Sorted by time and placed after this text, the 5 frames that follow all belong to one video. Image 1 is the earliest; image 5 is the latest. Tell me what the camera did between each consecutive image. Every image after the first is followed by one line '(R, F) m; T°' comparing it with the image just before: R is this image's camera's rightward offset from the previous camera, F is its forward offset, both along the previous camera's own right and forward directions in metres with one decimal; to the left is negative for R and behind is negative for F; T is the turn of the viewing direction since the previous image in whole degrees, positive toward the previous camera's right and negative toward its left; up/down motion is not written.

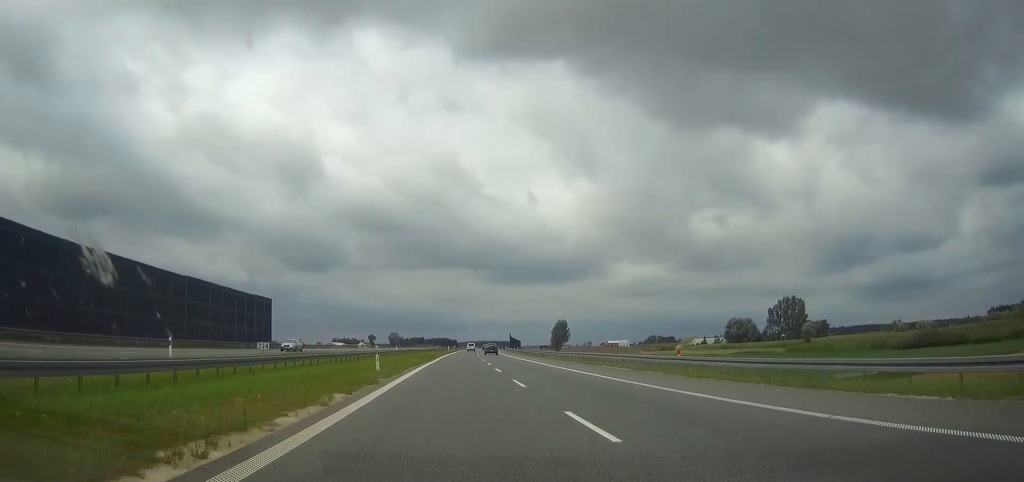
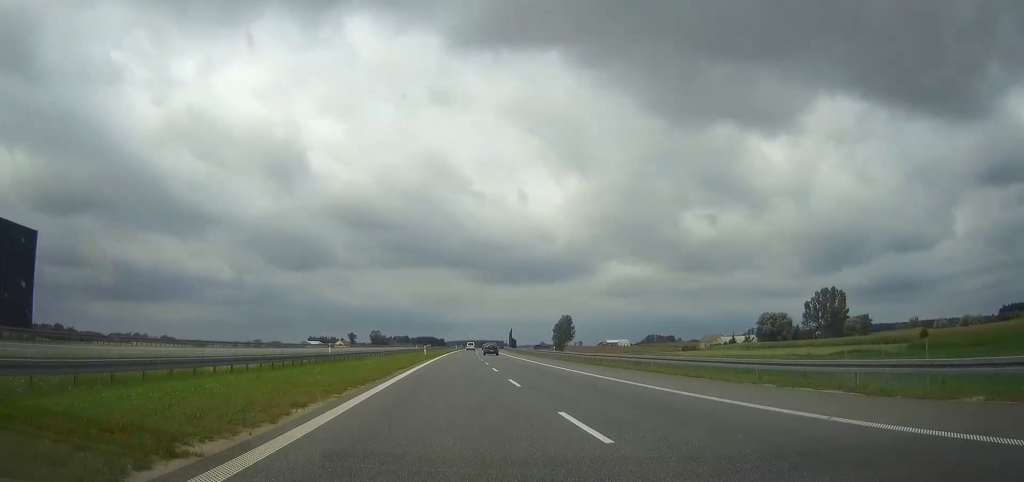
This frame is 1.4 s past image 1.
(+1.2, +60.0) m; +2°
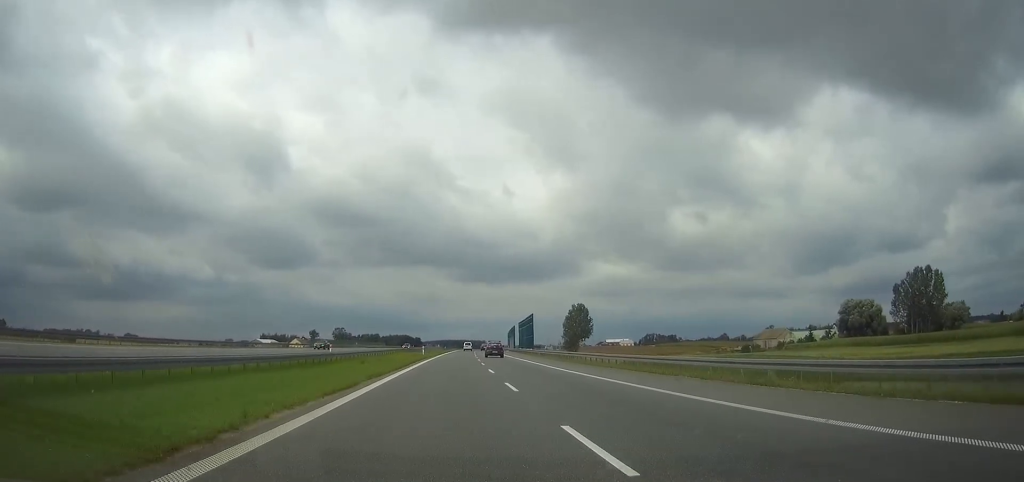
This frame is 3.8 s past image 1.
(+1.6, +97.9) m; +2°
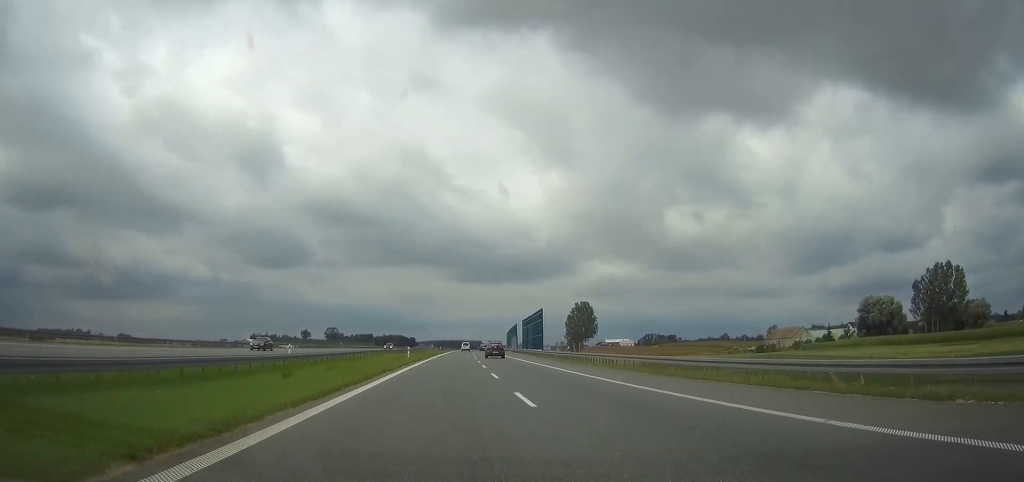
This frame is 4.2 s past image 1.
(0.0, +16.8) m; 0°
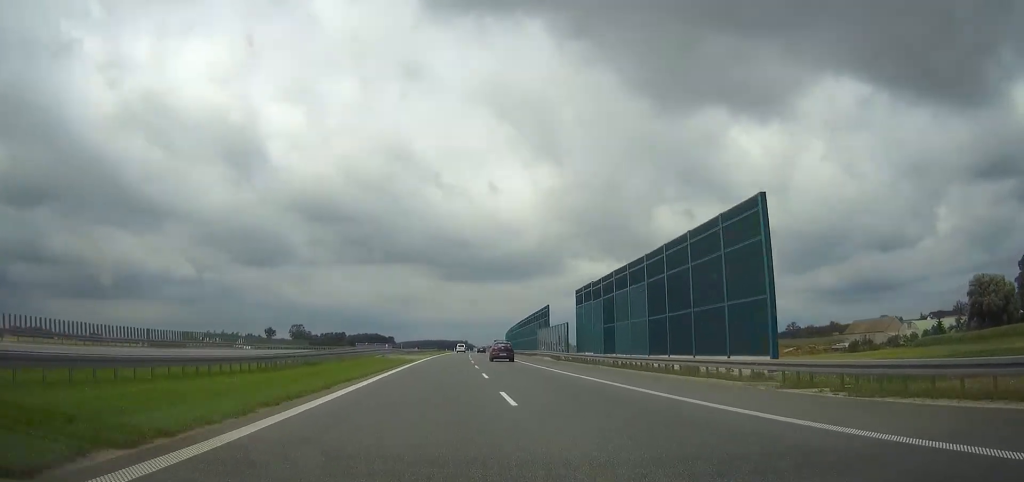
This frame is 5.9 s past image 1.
(+0.7, +71.4) m; +1°
